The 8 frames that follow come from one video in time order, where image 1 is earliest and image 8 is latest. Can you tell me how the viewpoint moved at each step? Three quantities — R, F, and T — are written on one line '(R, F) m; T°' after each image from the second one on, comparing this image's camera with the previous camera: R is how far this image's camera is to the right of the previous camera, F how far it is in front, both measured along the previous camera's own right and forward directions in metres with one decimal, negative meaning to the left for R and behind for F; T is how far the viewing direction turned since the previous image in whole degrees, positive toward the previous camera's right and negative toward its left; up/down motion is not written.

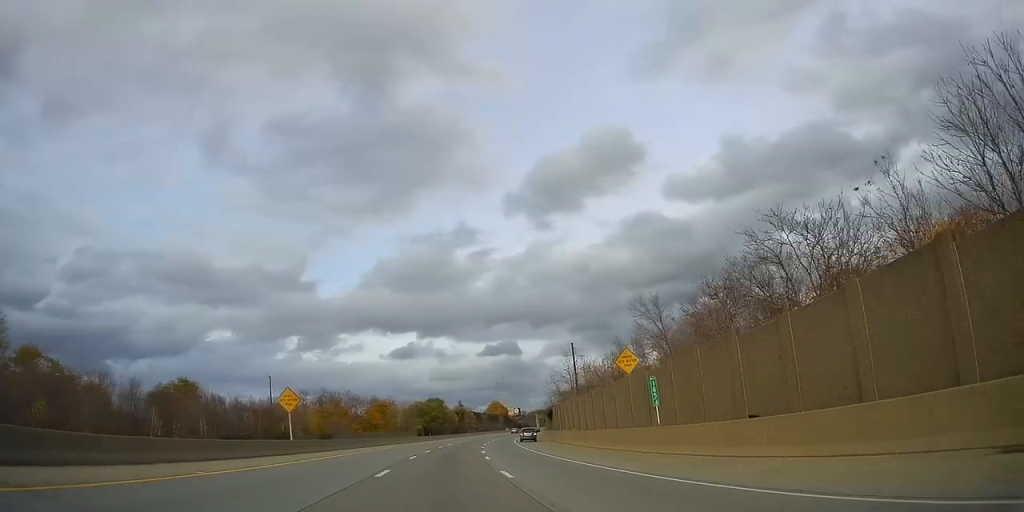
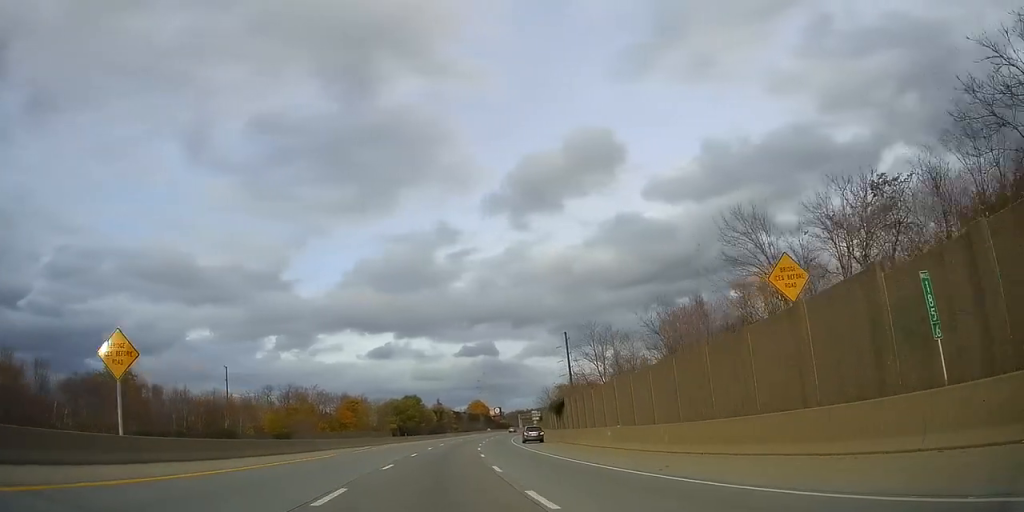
(+0.4, +19.8) m; +2°
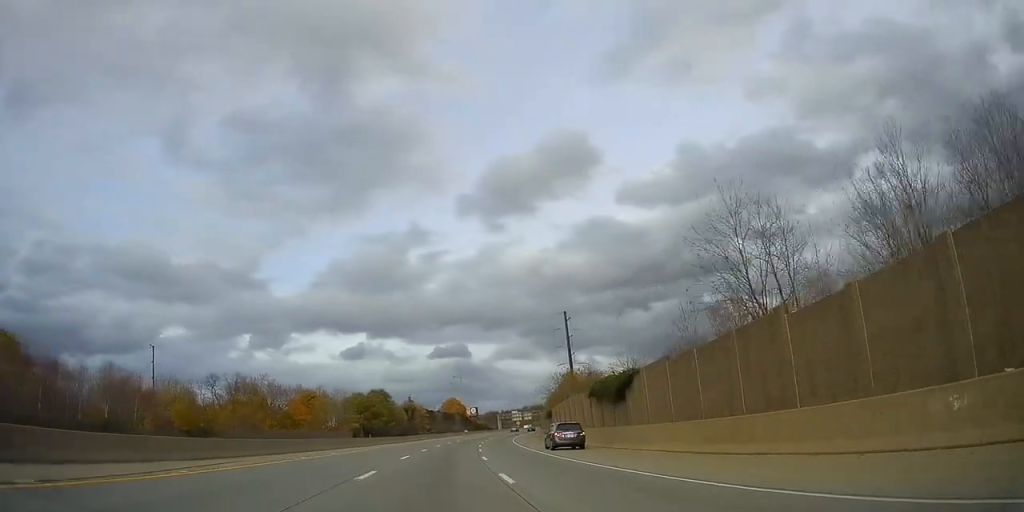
(+0.6, +28.7) m; +3°
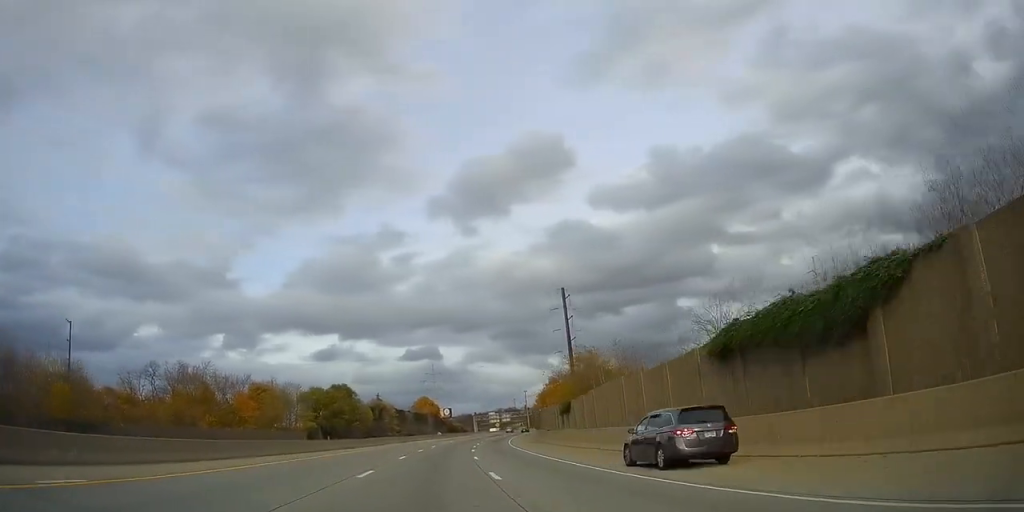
(+0.4, +23.3) m; +2°
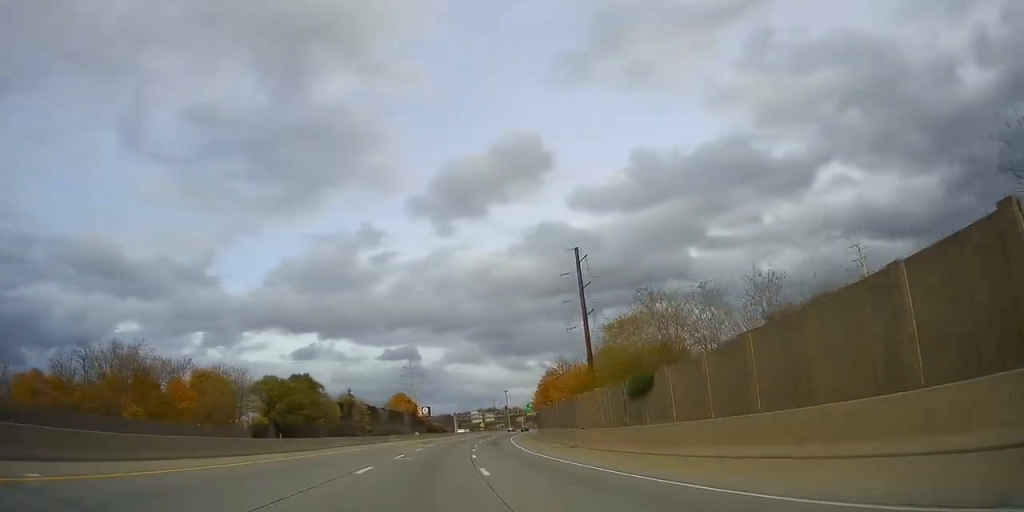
(+0.3, +23.7) m; +3°
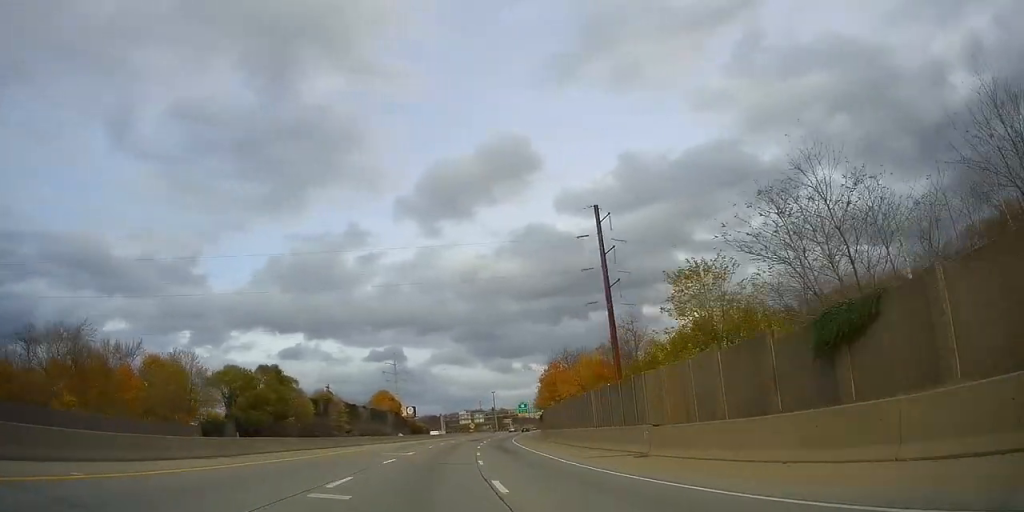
(+0.6, +16.3) m; +2°
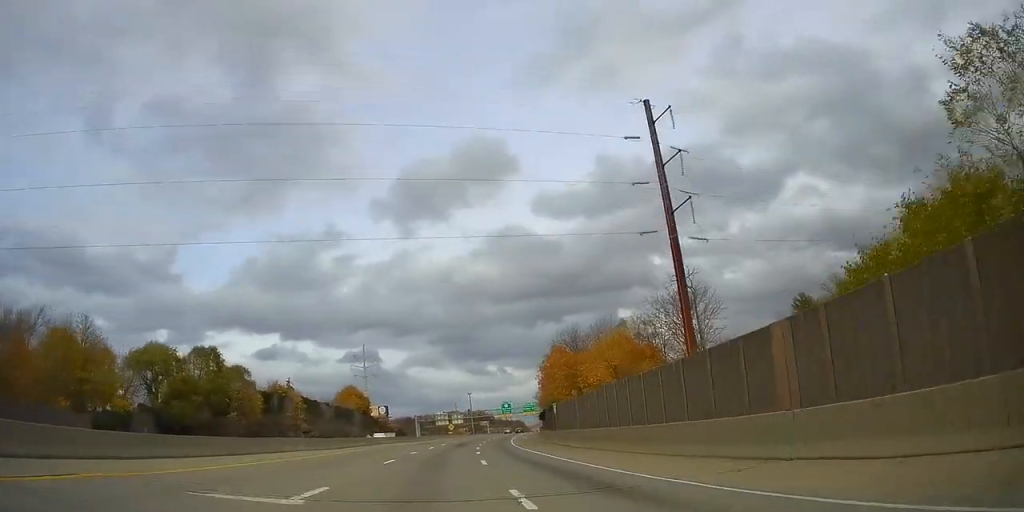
(+0.6, +23.1) m; +2°
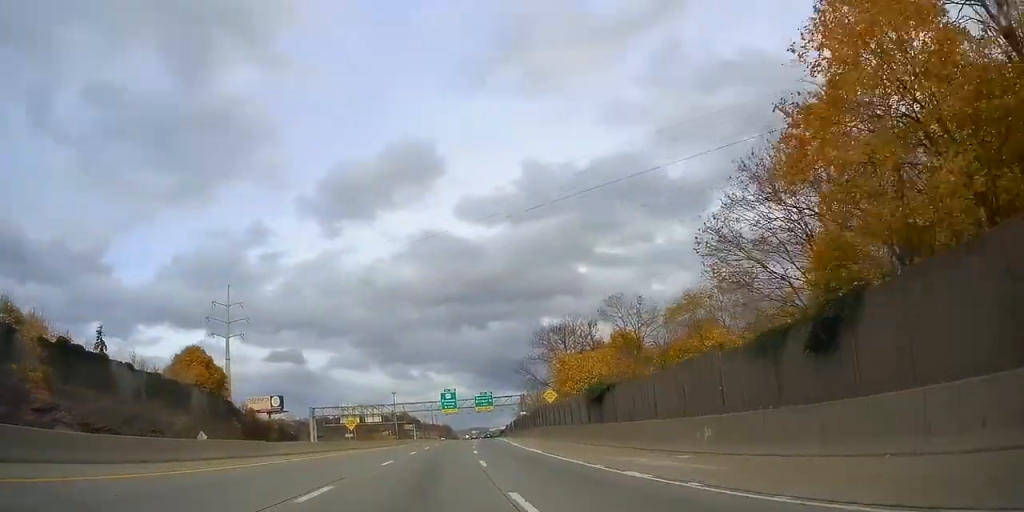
(+3.4, +73.8) m; +7°
